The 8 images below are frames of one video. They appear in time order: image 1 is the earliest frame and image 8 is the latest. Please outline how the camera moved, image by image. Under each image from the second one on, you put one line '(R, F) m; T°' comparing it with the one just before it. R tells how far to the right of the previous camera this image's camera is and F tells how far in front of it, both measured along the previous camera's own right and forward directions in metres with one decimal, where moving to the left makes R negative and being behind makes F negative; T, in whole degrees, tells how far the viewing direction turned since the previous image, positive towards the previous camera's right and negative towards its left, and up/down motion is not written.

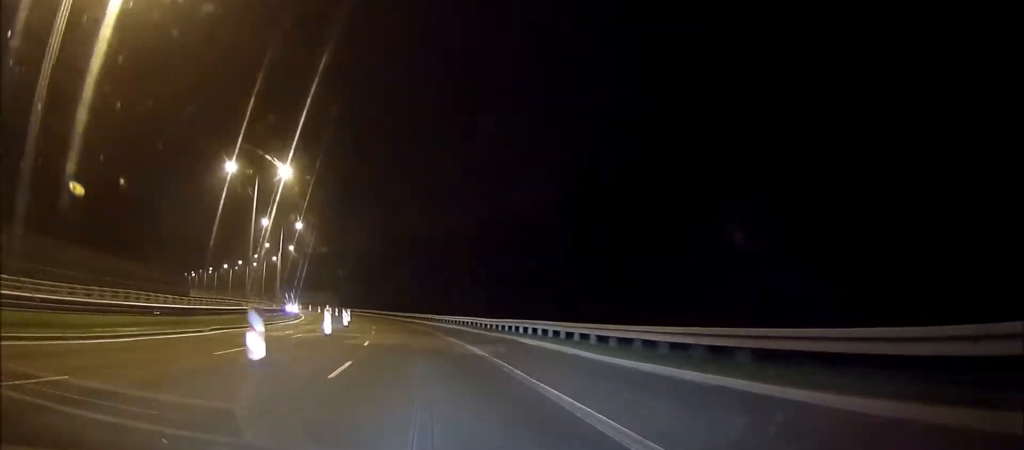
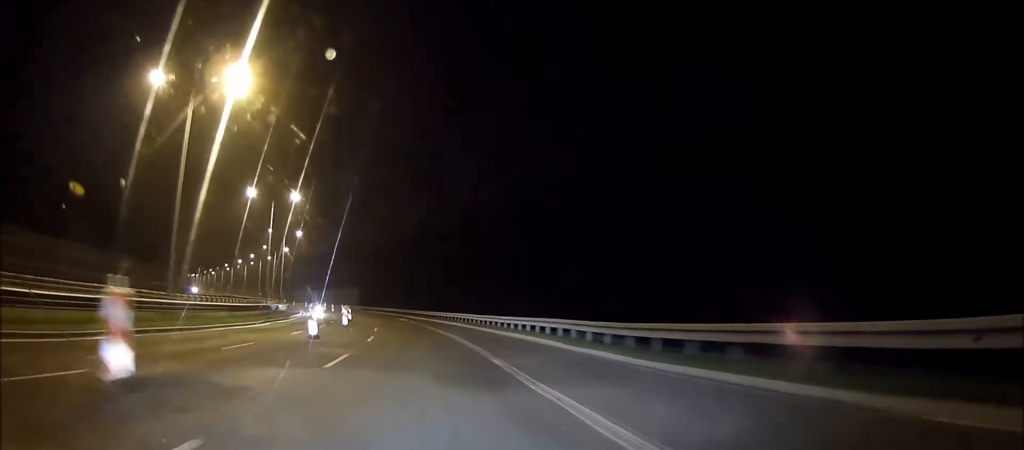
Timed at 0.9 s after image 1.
(0.0, +21.0) m; 0°
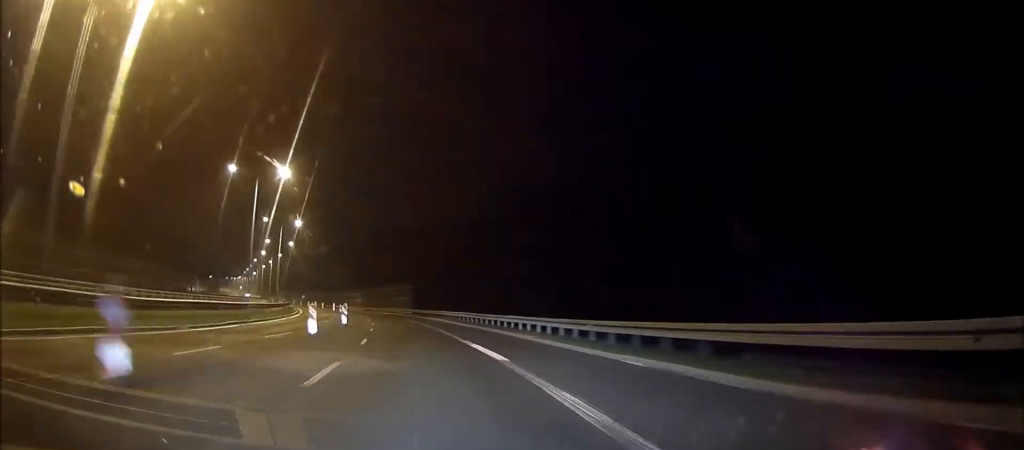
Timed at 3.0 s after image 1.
(0.0, +46.6) m; 0°
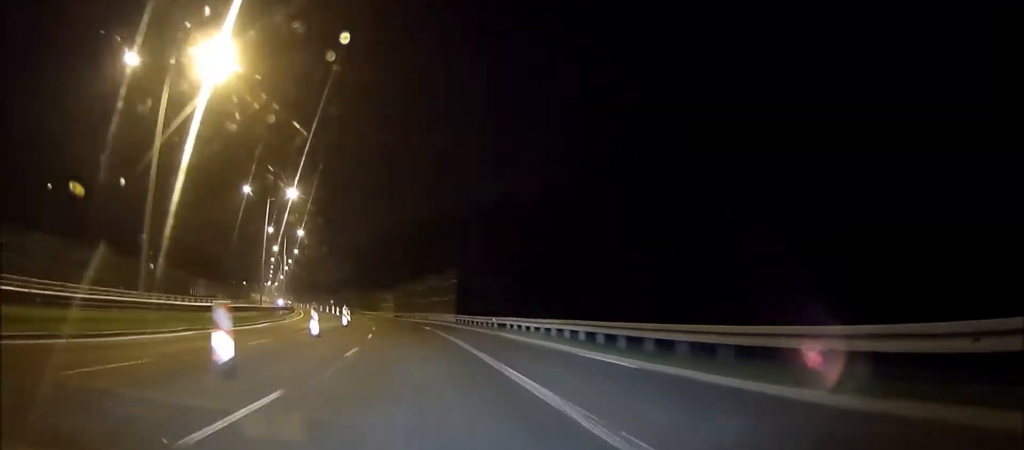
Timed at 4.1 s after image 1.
(0.0, +25.6) m; 0°
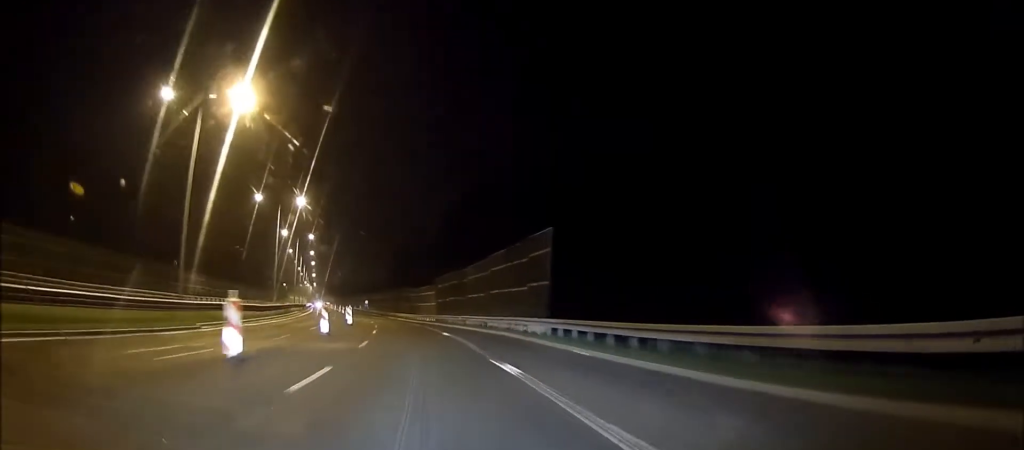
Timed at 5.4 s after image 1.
(0.0, +28.7) m; 0°
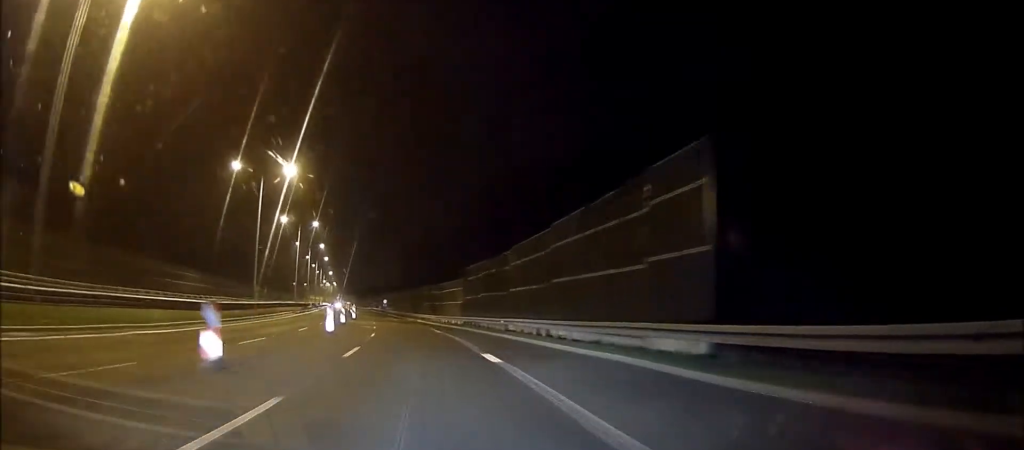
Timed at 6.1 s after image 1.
(0.0, +15.1) m; 0°
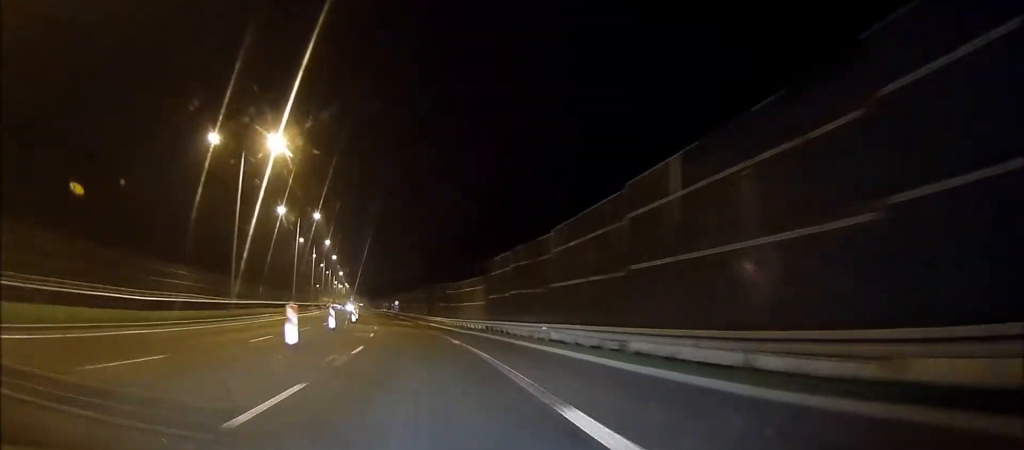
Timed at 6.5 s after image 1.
(0.0, +9.1) m; 0°
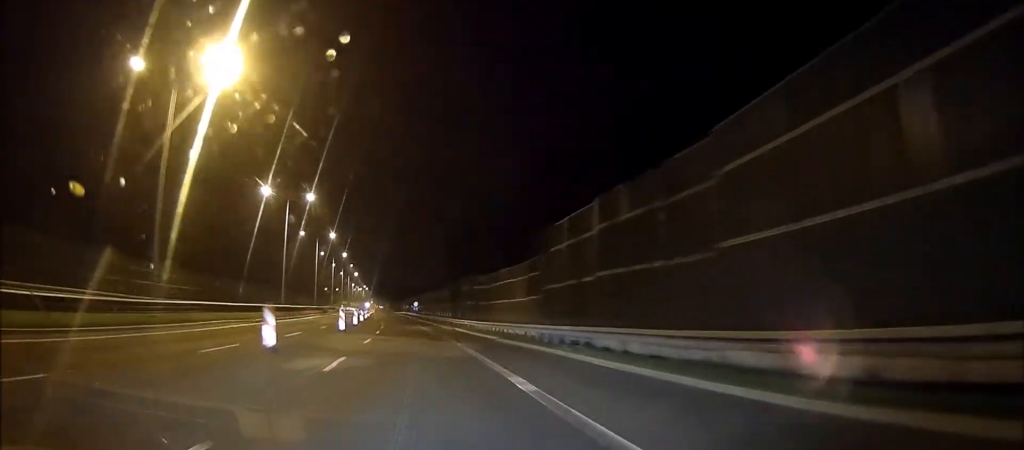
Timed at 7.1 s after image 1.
(0.0, +15.2) m; 0°
